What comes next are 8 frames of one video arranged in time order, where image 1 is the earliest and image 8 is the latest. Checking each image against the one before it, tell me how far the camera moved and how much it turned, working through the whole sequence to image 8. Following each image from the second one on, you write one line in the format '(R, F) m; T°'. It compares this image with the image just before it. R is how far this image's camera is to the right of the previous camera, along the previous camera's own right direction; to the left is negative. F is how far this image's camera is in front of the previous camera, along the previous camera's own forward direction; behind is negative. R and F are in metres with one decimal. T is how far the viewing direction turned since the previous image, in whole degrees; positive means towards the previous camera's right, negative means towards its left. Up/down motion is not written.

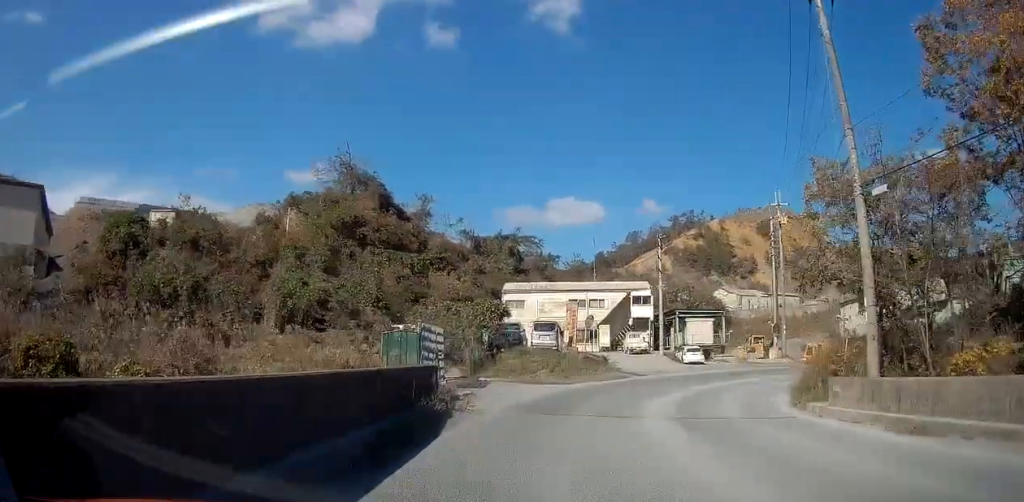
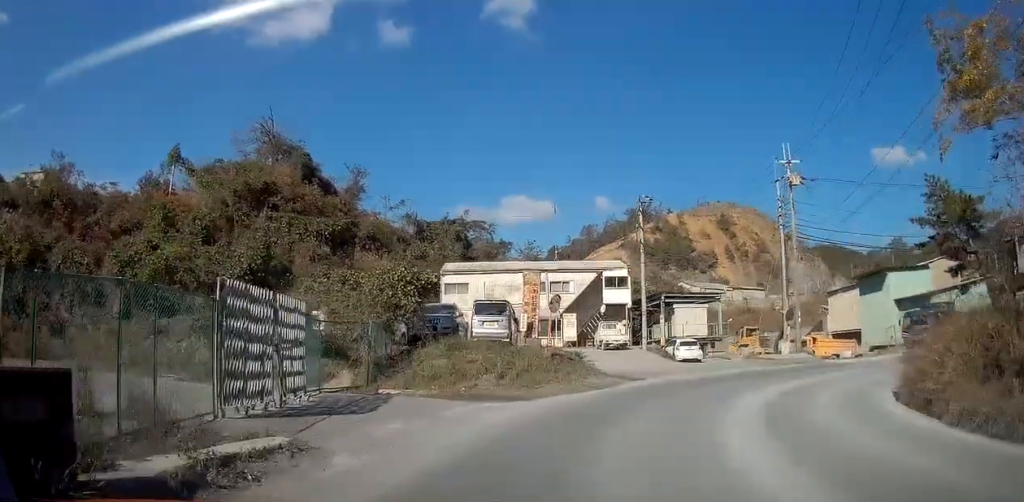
(-0.1, +11.4) m; +4°
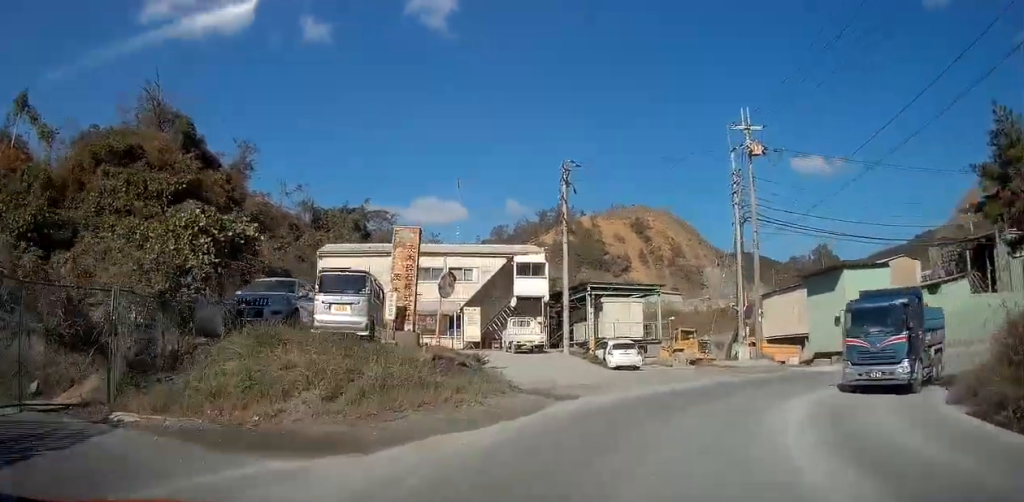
(+0.6, +8.2) m; +10°
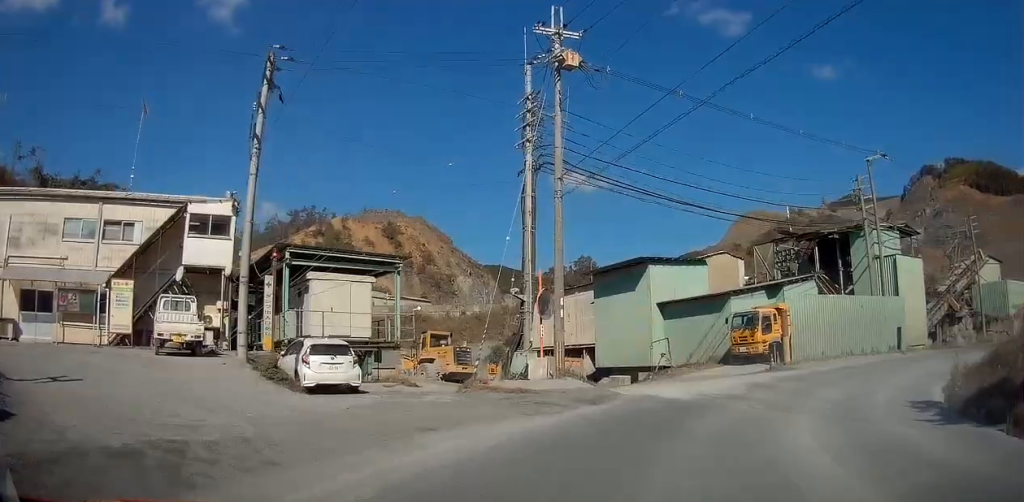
(+2.2, +12.9) m; +25°
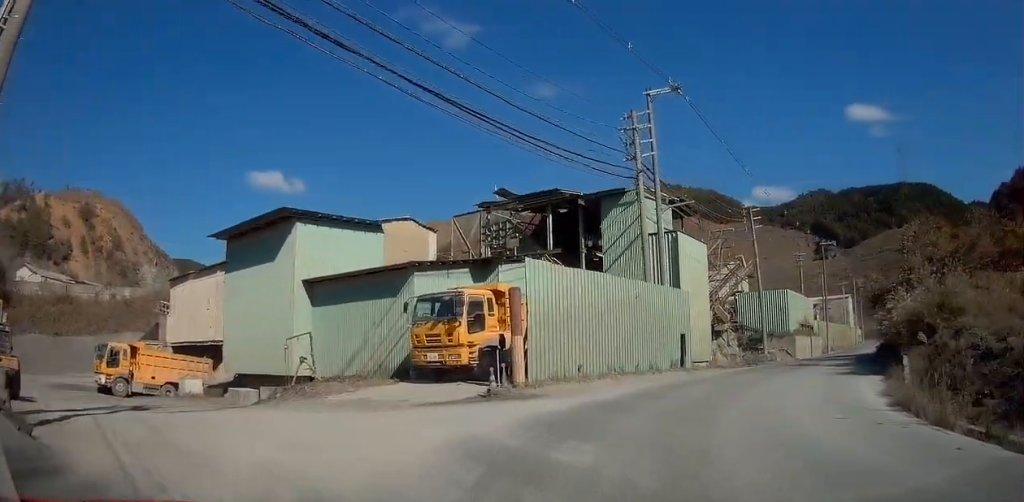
(+4.3, +14.1) m; +31°
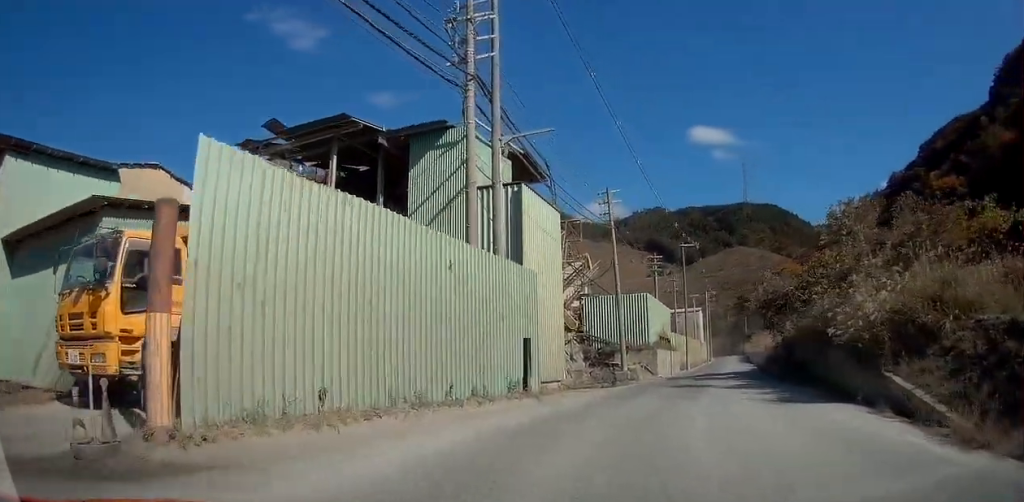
(+1.6, +9.4) m; +16°
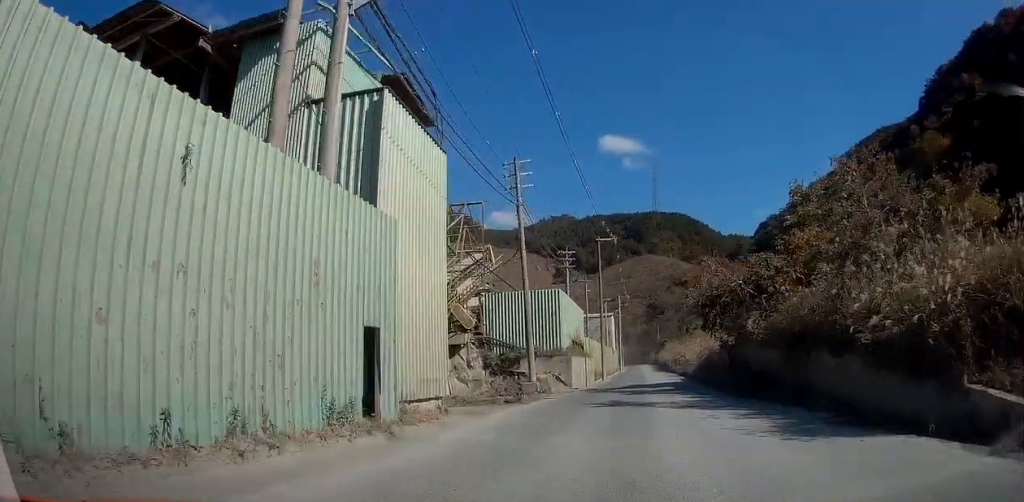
(+0.6, +6.9) m; +8°
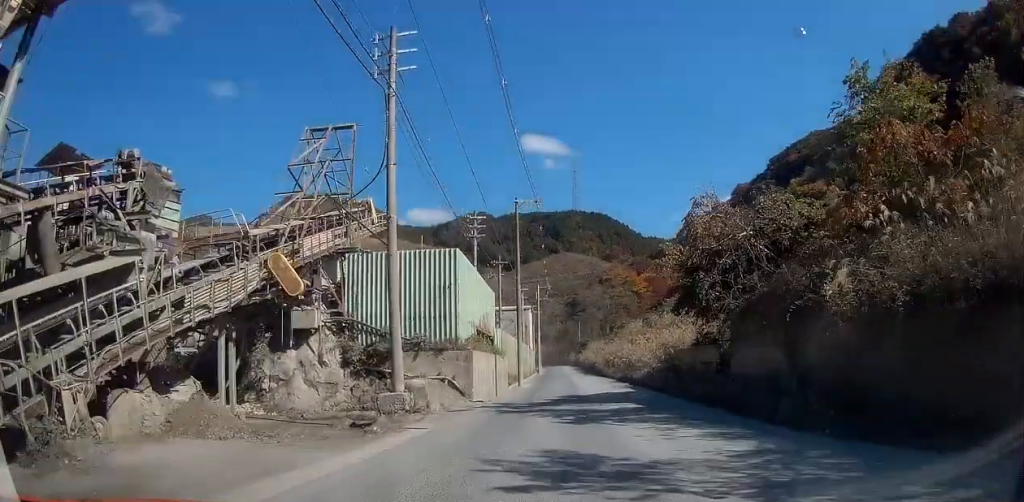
(+0.9, +12.2) m; +7°
